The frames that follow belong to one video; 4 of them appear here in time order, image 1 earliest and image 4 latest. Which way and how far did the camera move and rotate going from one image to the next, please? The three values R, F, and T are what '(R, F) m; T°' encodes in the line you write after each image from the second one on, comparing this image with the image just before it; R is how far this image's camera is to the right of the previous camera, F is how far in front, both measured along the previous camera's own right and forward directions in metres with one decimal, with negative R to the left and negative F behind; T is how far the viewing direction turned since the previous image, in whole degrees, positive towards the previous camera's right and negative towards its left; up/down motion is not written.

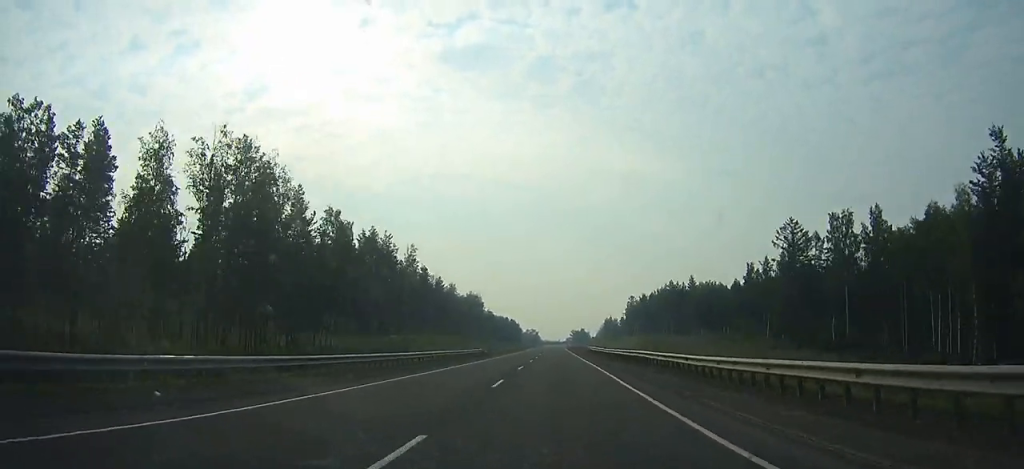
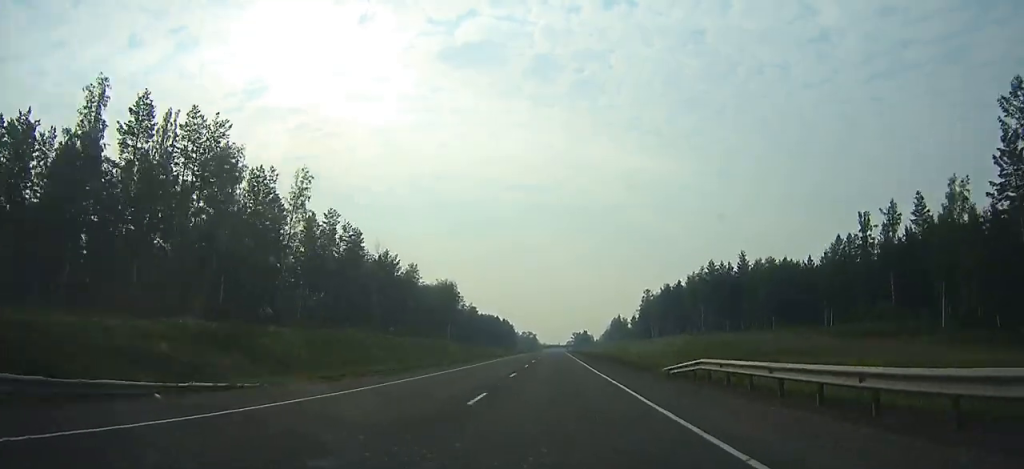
(0.0, +62.7) m; 0°
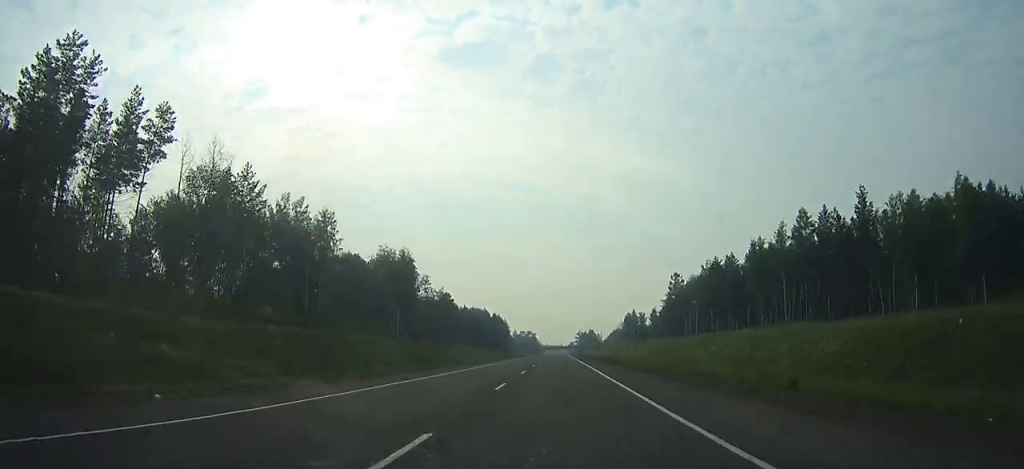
(-0.1, +65.6) m; 0°
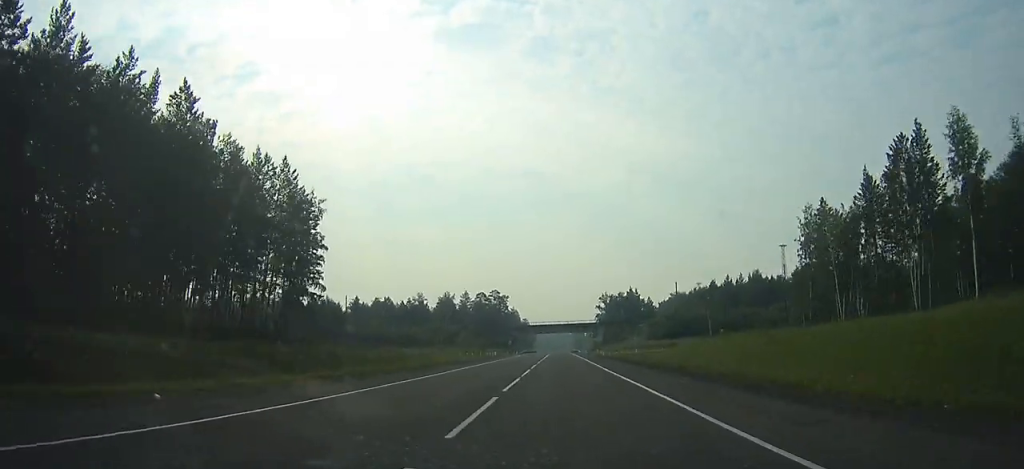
(+0.6, +267.4) m; 0°
